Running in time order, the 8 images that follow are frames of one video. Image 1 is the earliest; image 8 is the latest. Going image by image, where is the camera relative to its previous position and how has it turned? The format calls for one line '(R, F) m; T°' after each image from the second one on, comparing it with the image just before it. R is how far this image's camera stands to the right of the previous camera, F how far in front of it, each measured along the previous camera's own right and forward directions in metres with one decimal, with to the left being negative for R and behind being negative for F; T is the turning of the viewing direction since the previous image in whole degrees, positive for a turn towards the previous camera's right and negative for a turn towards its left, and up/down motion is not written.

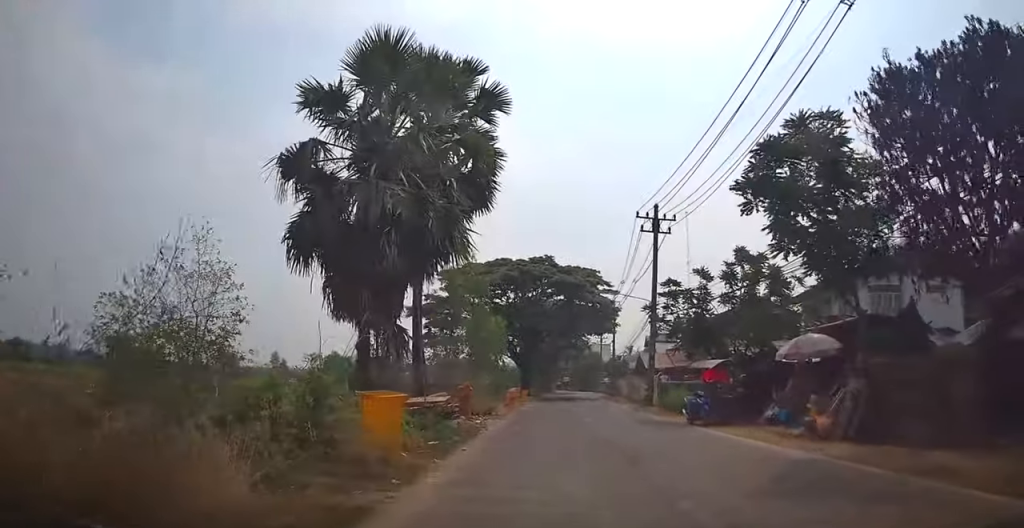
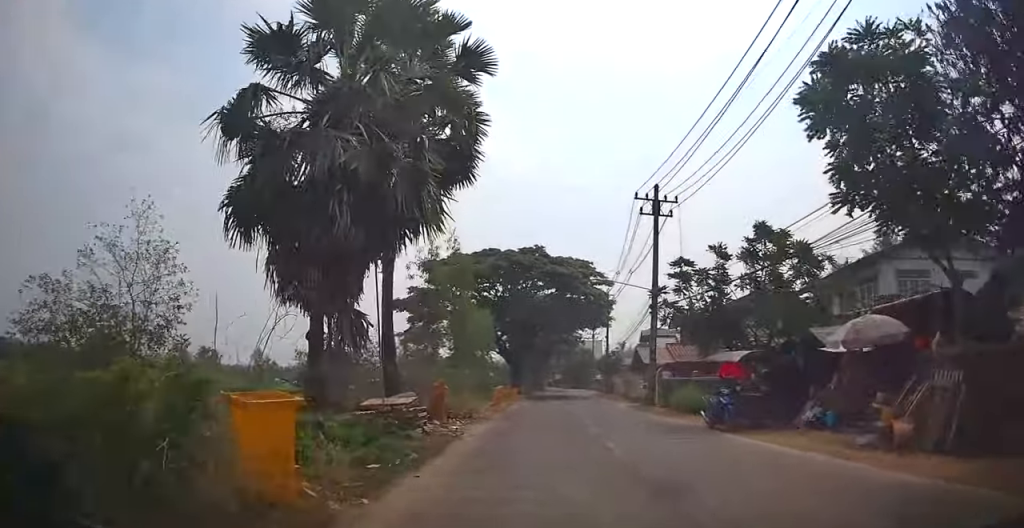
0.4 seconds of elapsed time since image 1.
(-0.1, +3.1) m; 0°
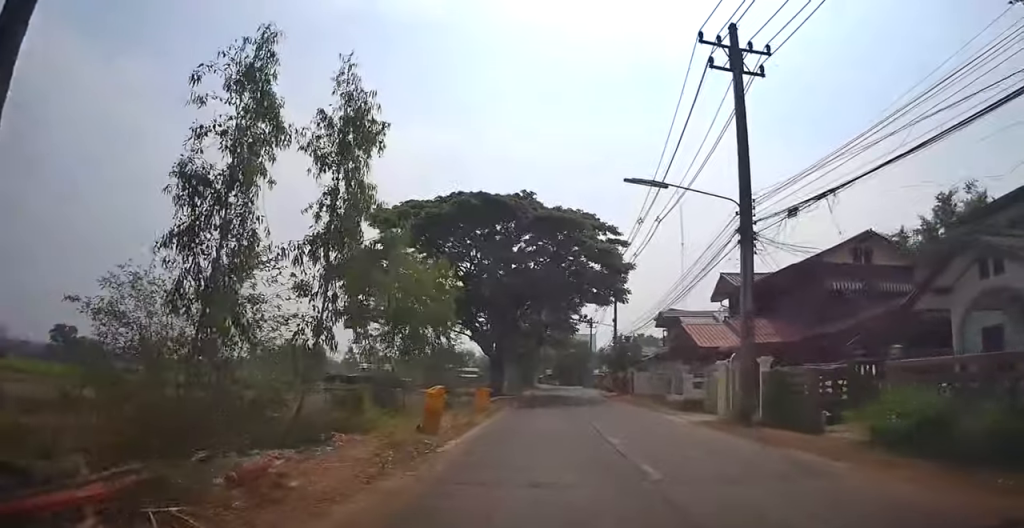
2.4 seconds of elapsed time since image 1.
(-0.1, +15.4) m; -1°
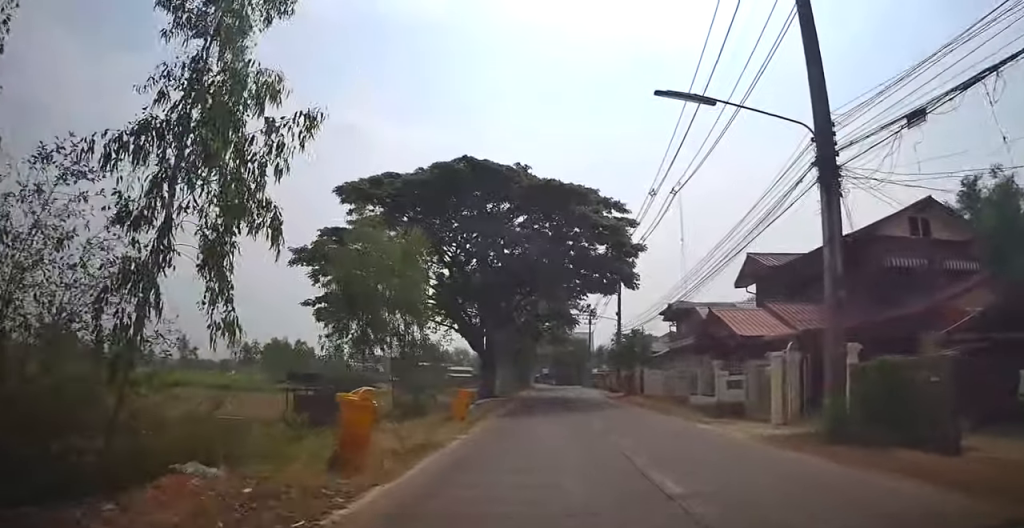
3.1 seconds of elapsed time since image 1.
(0.0, +5.2) m; 0°
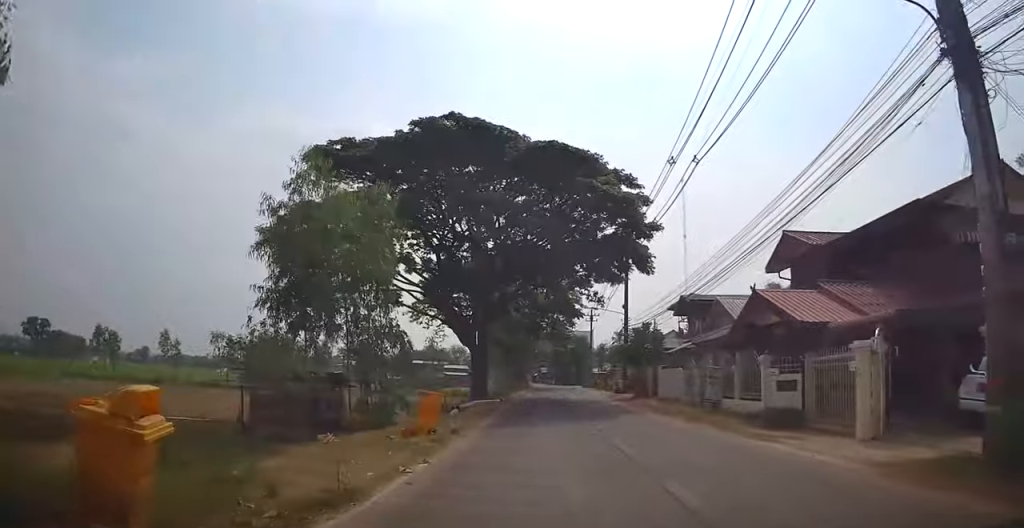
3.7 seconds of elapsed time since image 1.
(0.0, +4.5) m; +1°
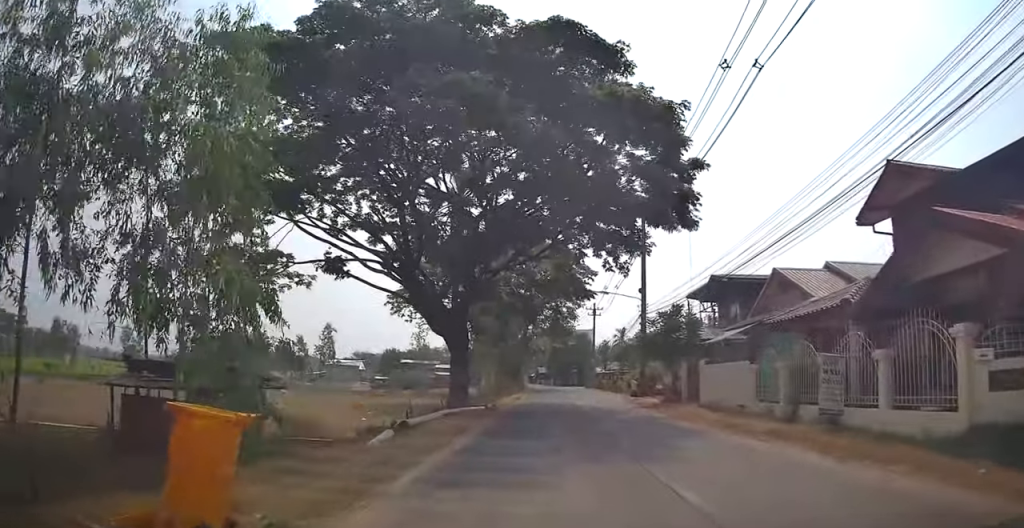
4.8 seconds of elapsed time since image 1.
(+0.1, +8.4) m; +2°
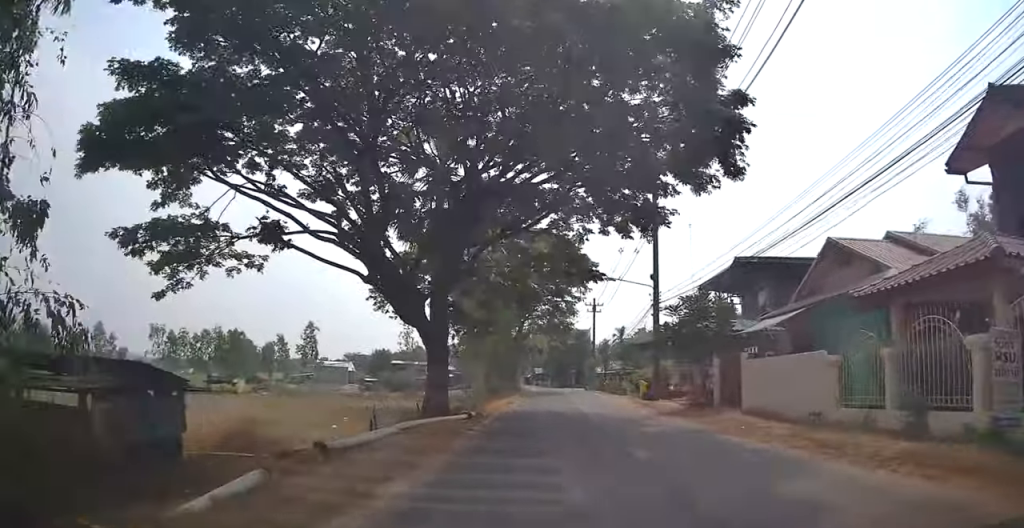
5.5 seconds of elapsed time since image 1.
(+0.1, +5.3) m; +1°
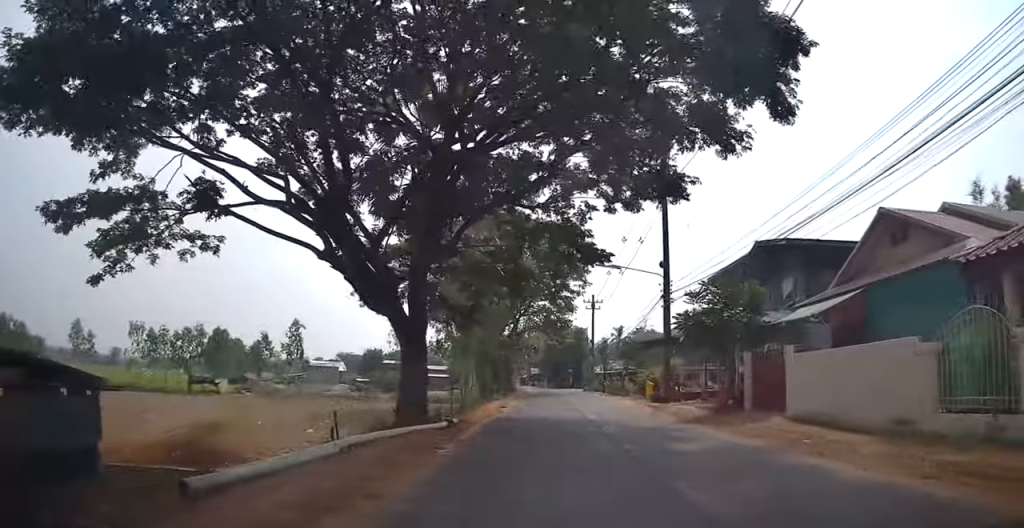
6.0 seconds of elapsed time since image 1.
(0.0, +3.6) m; +1°
